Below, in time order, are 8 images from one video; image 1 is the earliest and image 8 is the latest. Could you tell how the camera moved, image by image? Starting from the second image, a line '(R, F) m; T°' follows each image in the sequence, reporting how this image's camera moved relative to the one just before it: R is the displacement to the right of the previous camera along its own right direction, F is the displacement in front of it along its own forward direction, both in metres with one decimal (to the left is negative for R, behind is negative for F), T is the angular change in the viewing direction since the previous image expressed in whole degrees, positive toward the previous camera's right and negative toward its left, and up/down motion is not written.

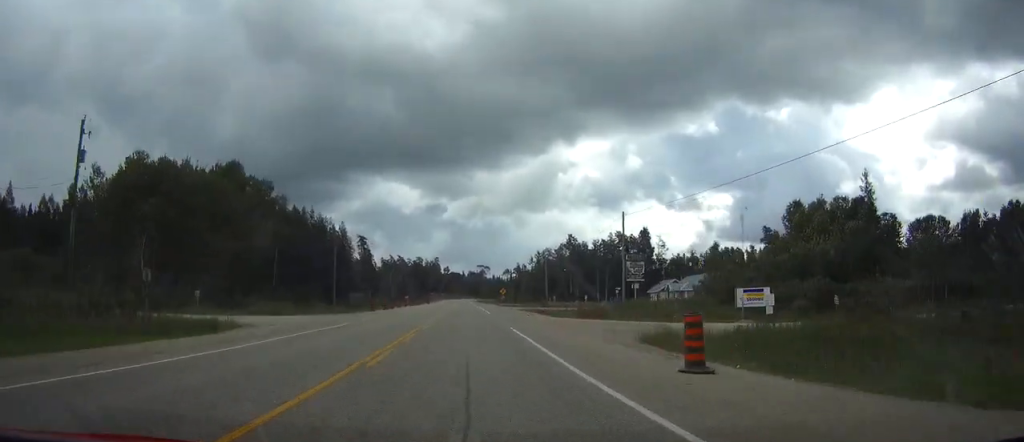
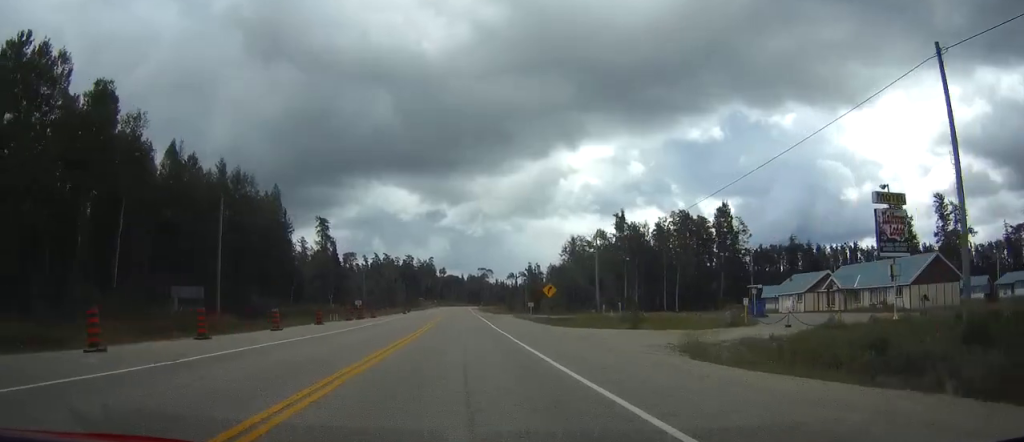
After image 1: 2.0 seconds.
(-0.1, +59.0) m; 0°
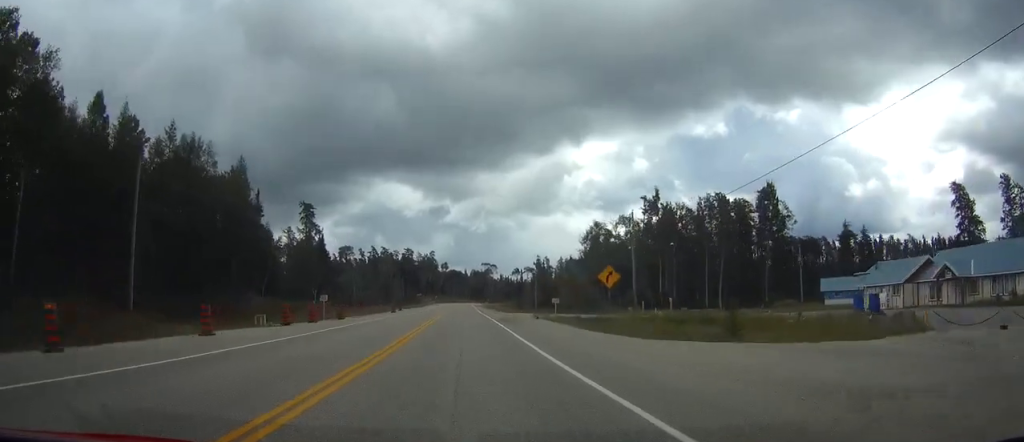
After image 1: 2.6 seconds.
(-0.1, +19.0) m; 0°
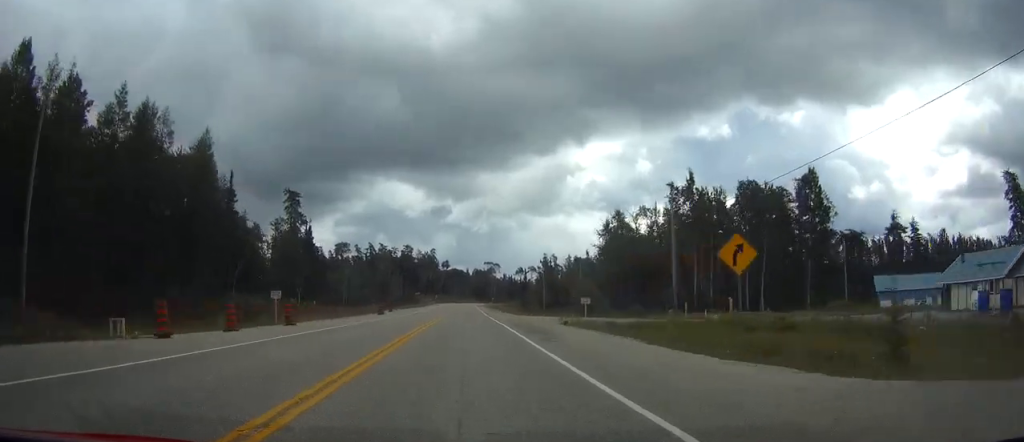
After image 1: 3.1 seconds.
(0.0, +14.0) m; 0°
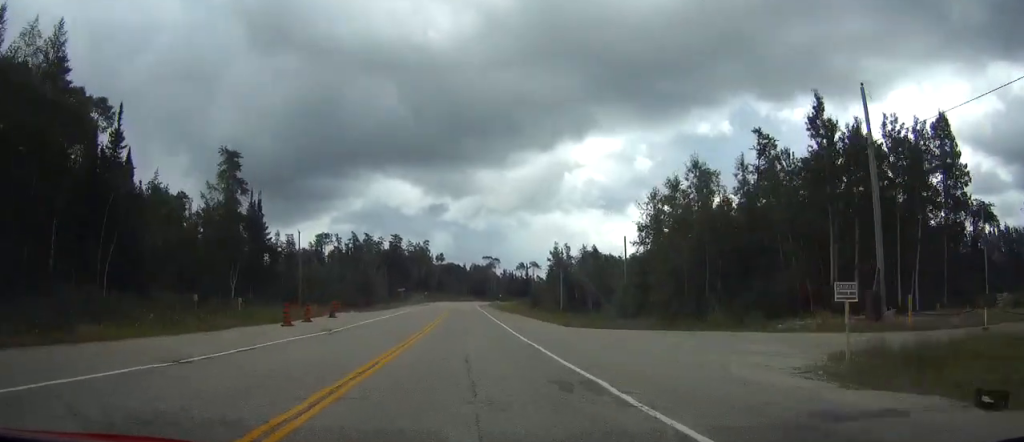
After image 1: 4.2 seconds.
(+0.2, +33.0) m; 0°
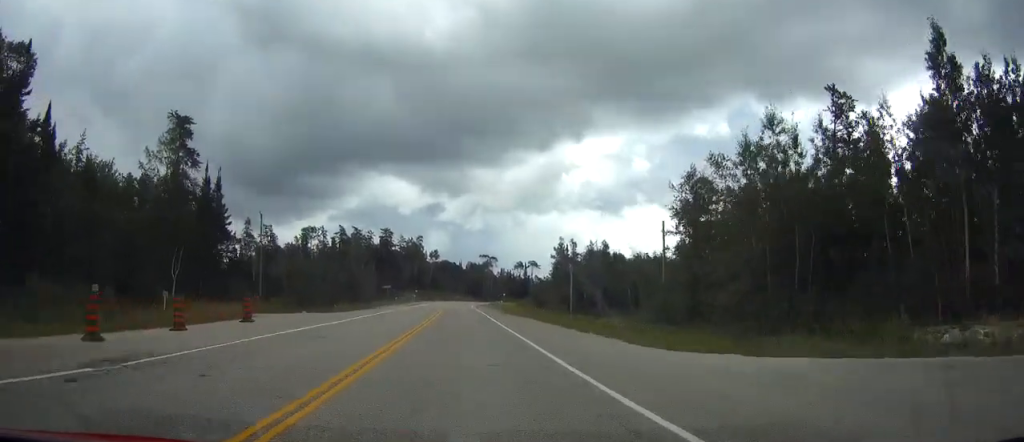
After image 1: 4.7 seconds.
(0.0, +17.0) m; 0°
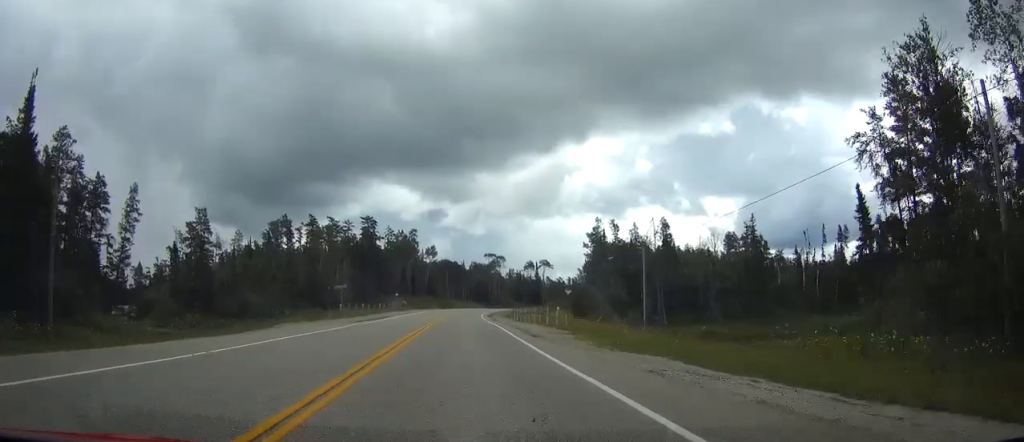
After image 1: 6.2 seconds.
(-0.1, +44.0) m; 0°
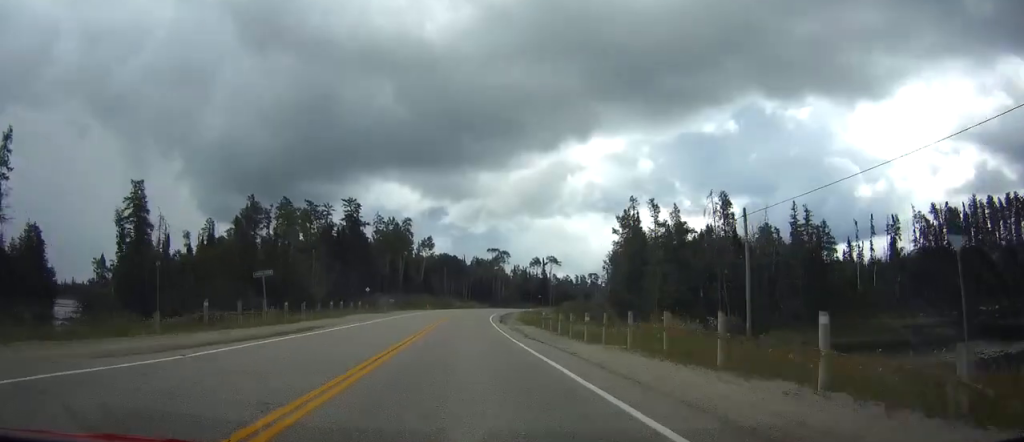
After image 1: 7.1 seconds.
(0.0, +26.0) m; 0°
